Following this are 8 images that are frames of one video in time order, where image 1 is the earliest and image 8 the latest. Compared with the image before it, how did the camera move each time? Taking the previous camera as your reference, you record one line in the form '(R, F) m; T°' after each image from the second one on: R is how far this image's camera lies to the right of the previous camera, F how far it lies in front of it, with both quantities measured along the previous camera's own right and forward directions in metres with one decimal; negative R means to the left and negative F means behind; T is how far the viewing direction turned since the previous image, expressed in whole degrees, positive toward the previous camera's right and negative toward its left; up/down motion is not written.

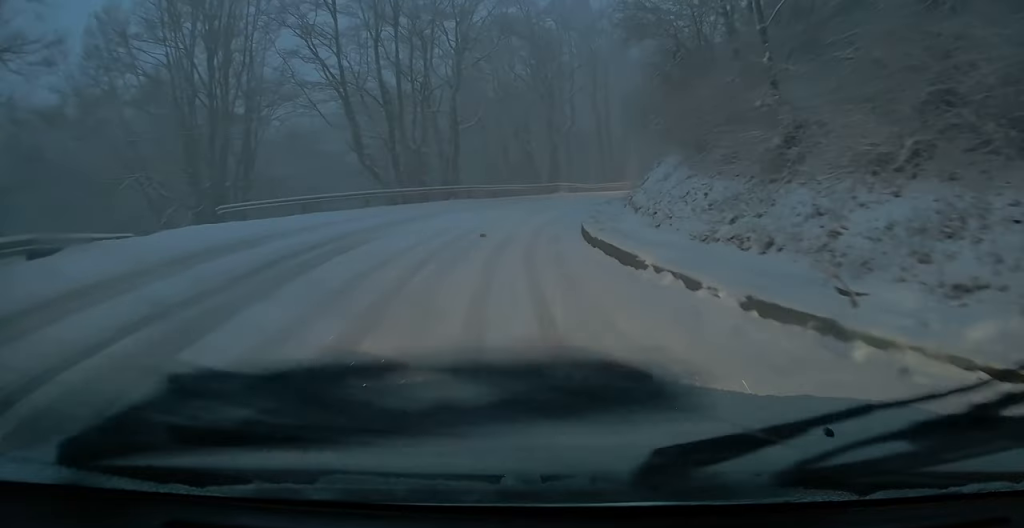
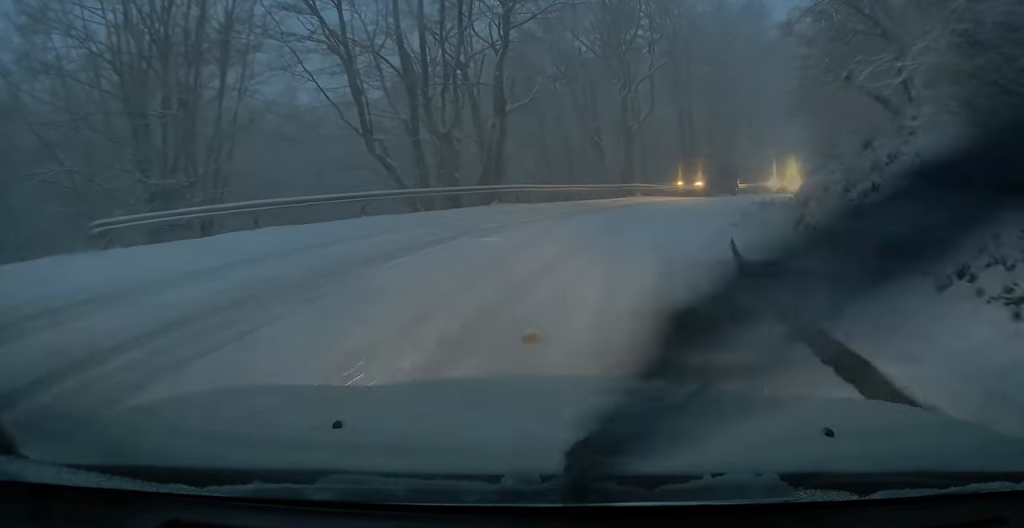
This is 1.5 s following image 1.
(+0.6, +8.4) m; +5°
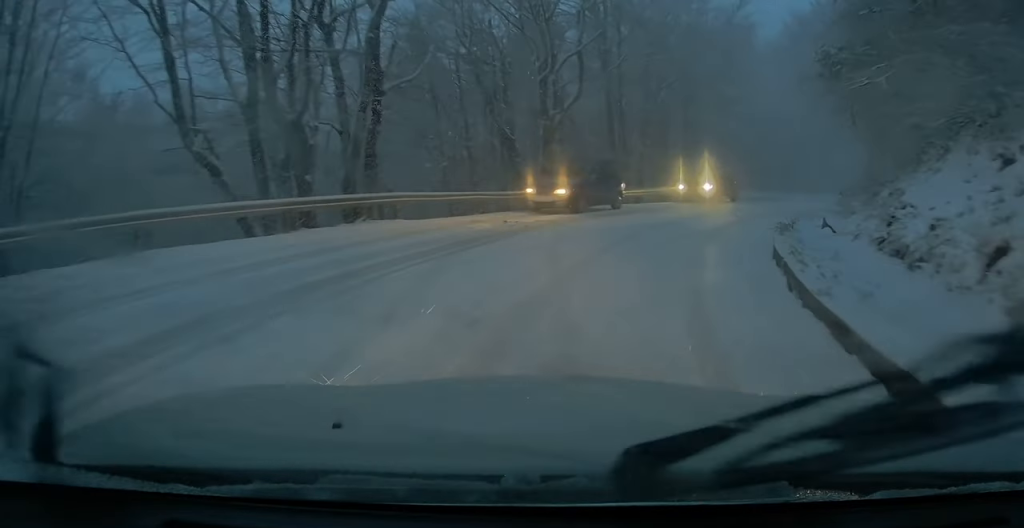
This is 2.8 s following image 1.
(+0.2, +6.8) m; +4°
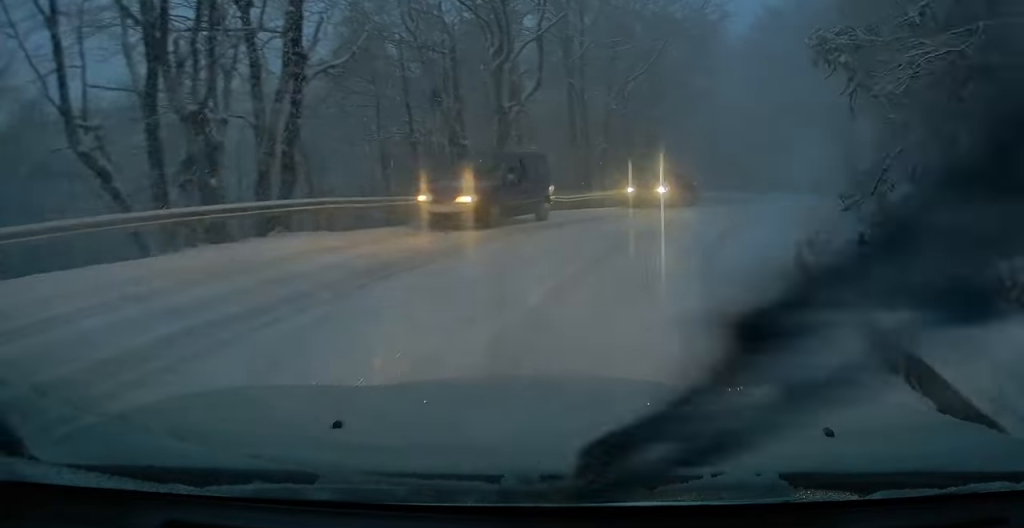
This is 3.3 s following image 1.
(+0.1, +2.7) m; +2°
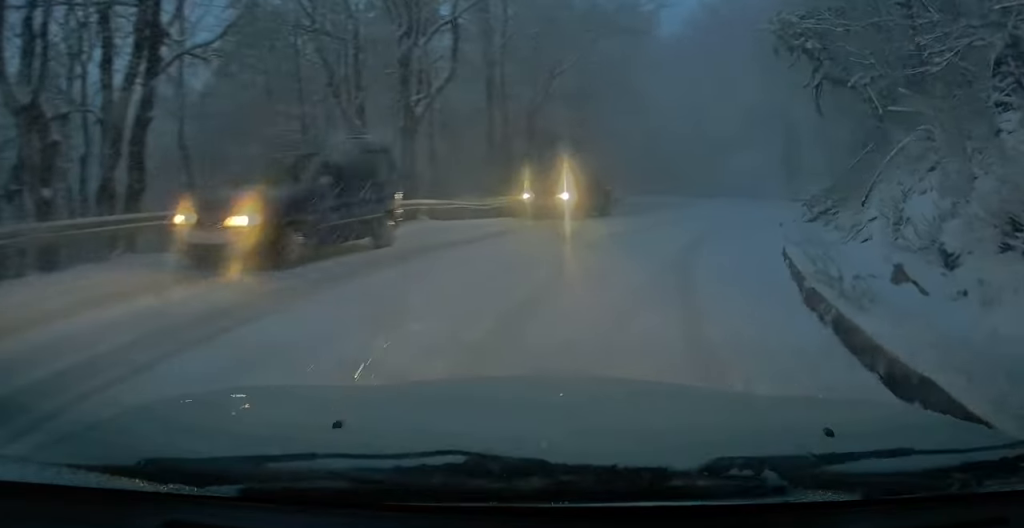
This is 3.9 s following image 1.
(0.0, +2.8) m; +3°
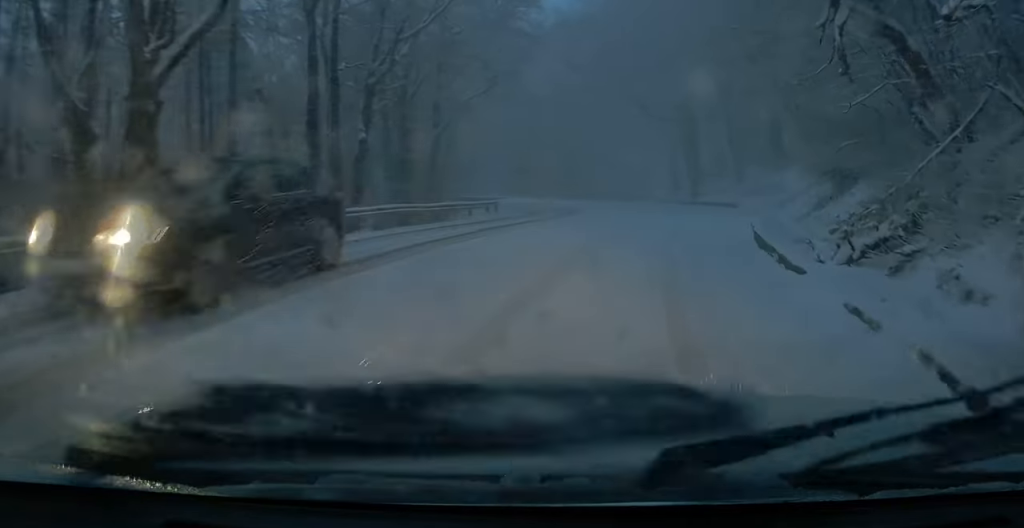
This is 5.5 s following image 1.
(+0.5, +7.5) m; +10°
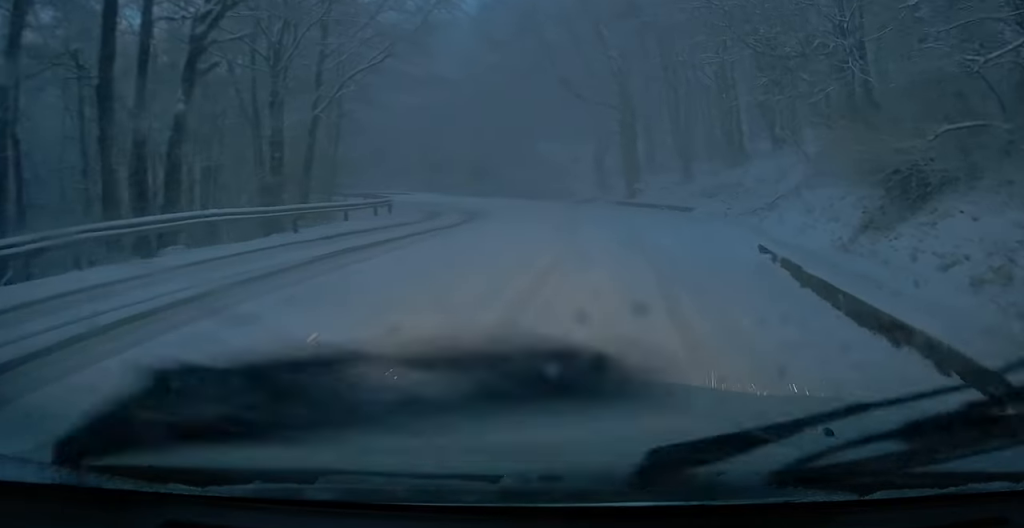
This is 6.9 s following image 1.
(+1.1, +6.7) m; +11°
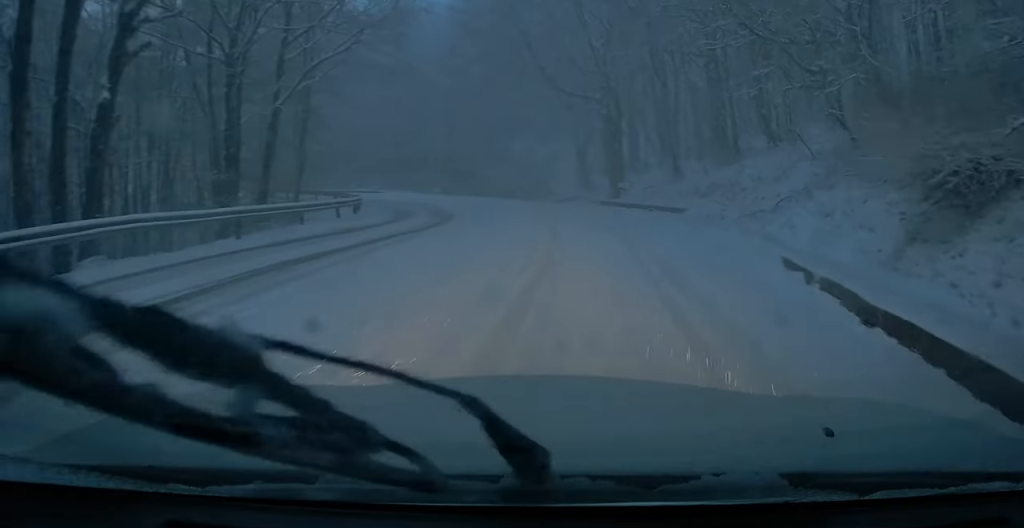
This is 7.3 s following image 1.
(-0.1, +2.1) m; 0°
